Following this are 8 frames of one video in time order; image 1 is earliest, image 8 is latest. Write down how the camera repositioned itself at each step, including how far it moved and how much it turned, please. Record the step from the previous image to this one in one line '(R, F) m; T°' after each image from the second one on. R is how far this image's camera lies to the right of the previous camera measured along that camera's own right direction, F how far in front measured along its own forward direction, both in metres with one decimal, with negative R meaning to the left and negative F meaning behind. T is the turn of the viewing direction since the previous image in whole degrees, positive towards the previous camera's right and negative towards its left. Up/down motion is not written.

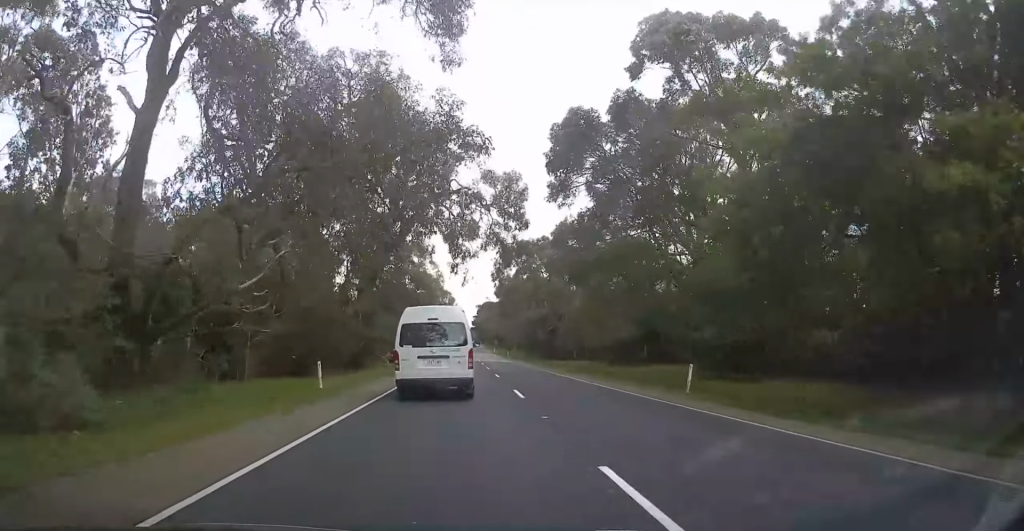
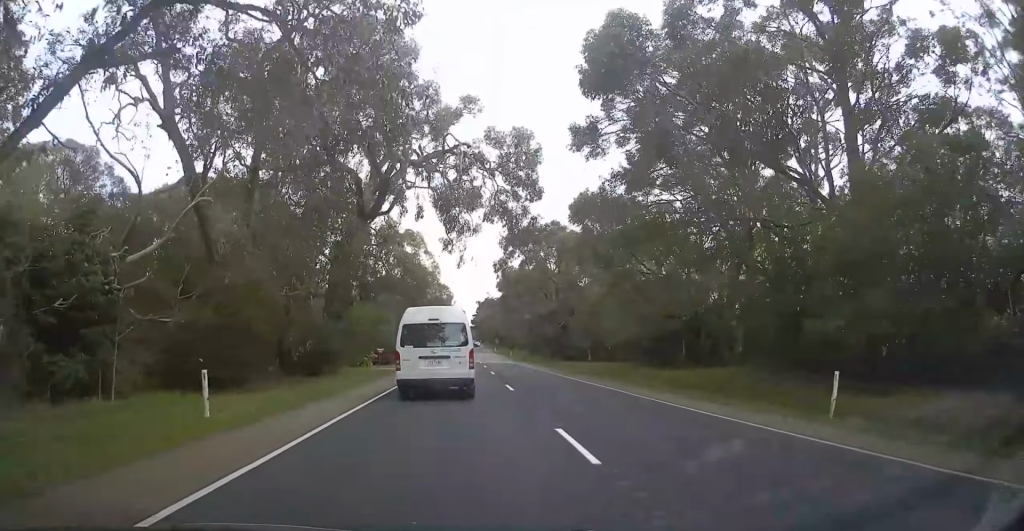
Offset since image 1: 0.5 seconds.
(+0.3, +9.4) m; 0°
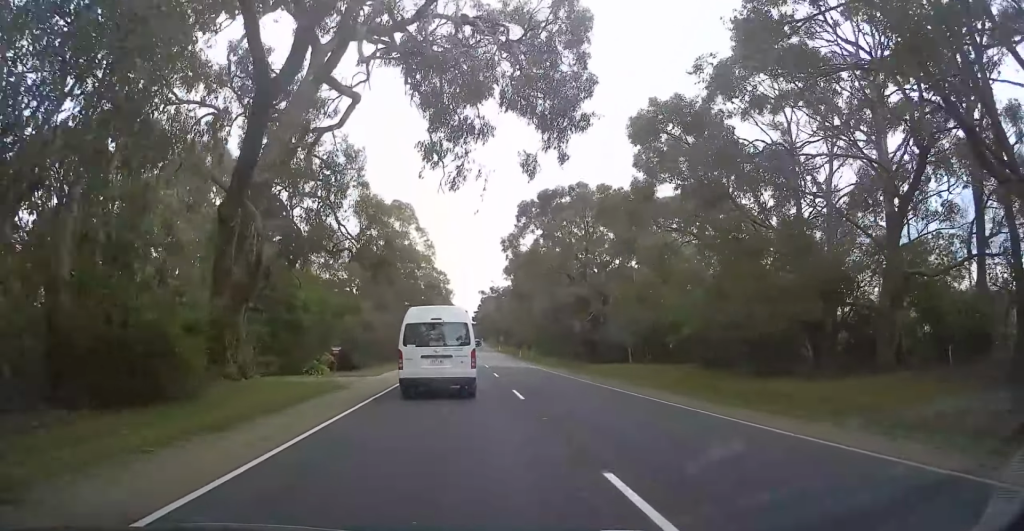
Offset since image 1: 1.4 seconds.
(-0.3, +16.4) m; -1°
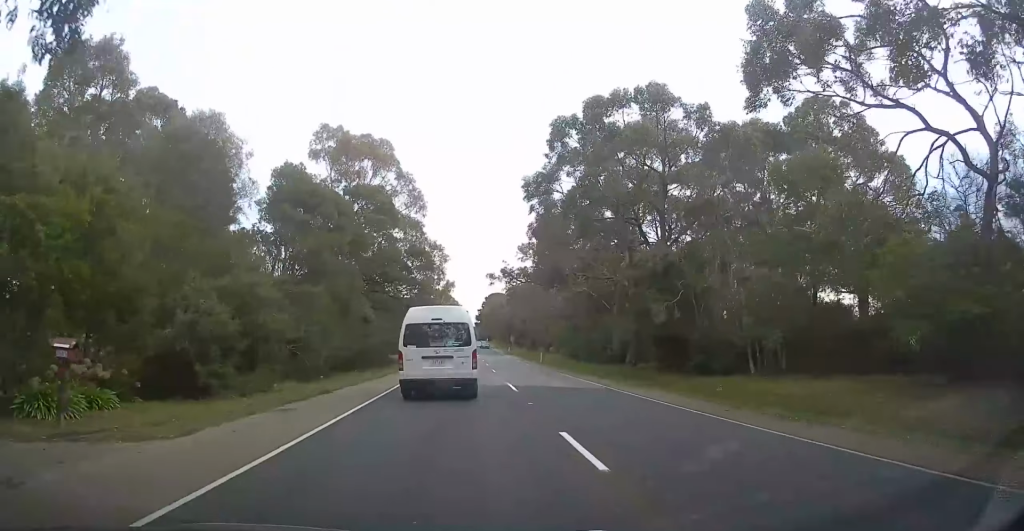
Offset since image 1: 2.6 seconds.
(-0.1, +21.2) m; +1°
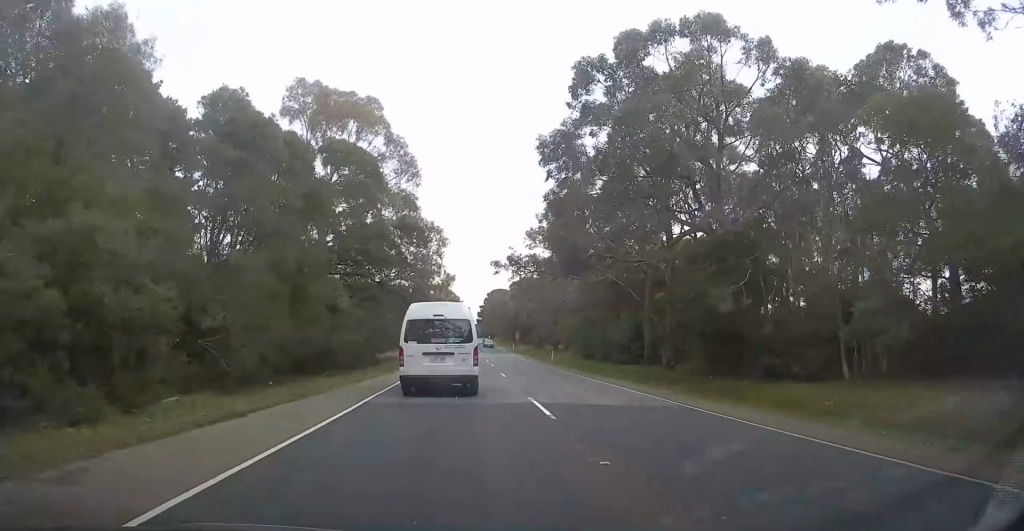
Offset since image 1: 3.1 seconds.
(+0.2, +7.9) m; 0°
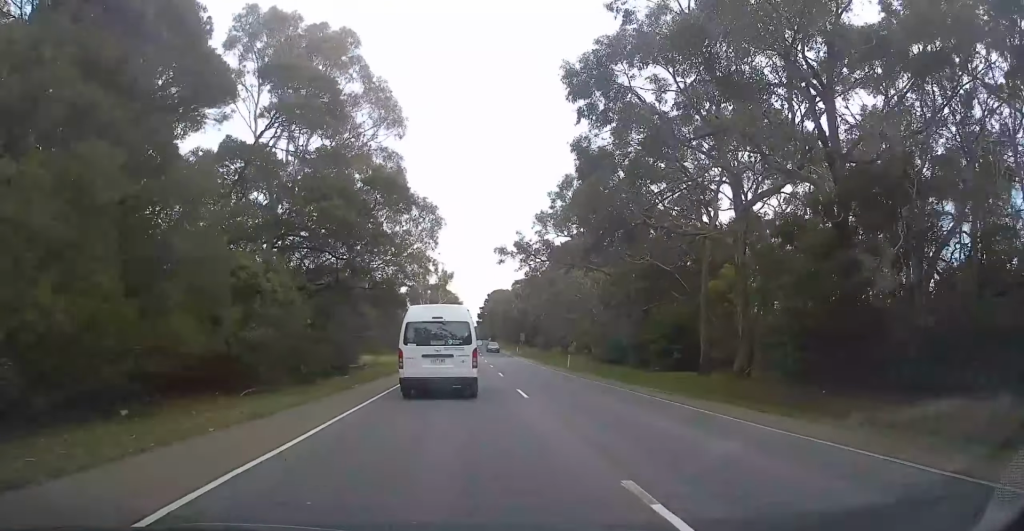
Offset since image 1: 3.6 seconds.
(+0.3, +9.6) m; 0°
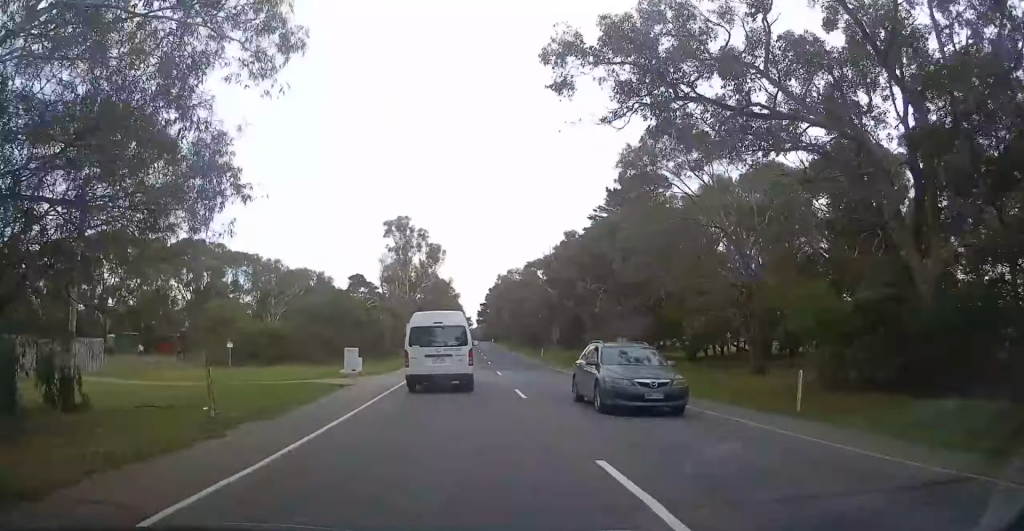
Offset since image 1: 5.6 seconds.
(-0.9, +35.5) m; -1°
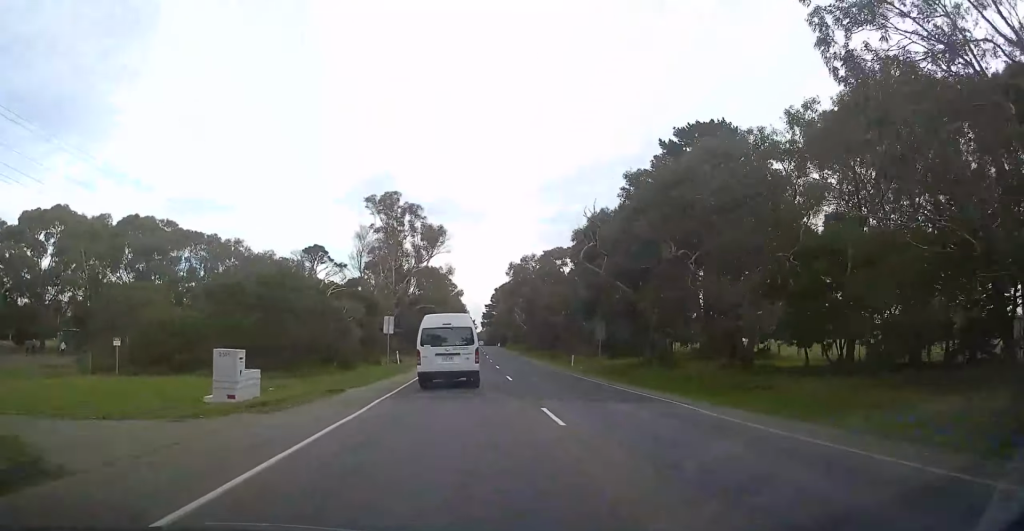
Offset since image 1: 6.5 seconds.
(+0.2, +17.3) m; +1°
